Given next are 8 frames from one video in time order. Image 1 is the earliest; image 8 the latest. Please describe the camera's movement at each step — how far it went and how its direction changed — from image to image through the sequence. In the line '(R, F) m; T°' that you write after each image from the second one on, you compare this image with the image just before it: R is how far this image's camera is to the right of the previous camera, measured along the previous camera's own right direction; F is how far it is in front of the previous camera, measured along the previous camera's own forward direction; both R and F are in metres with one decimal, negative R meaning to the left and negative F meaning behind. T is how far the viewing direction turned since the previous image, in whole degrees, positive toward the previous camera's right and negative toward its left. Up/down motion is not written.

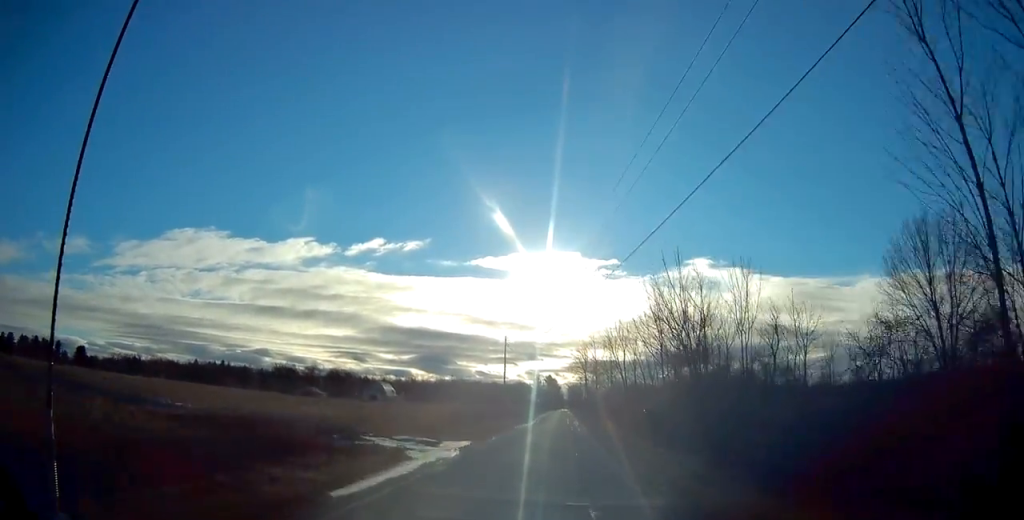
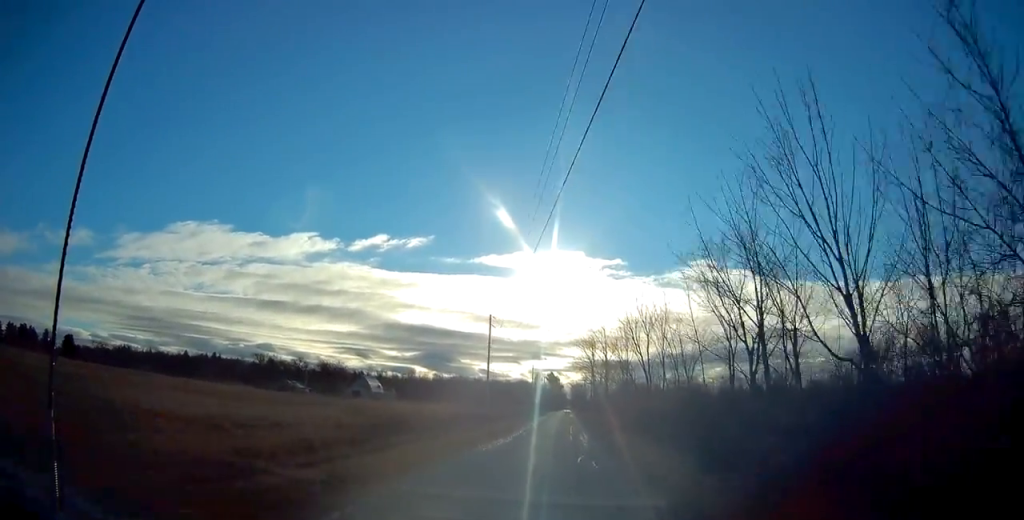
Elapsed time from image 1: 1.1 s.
(-0.1, +18.7) m; -1°
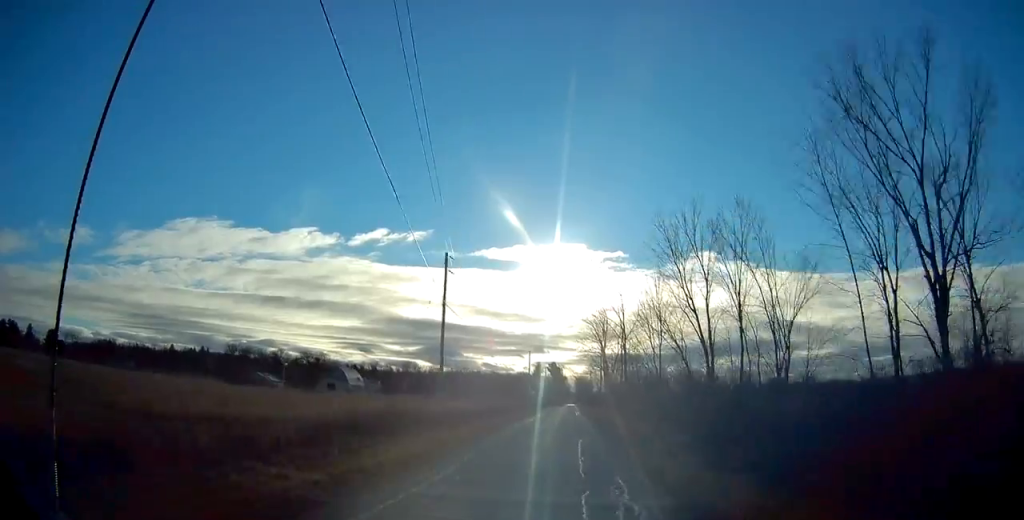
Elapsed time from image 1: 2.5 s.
(-0.3, +22.8) m; 0°
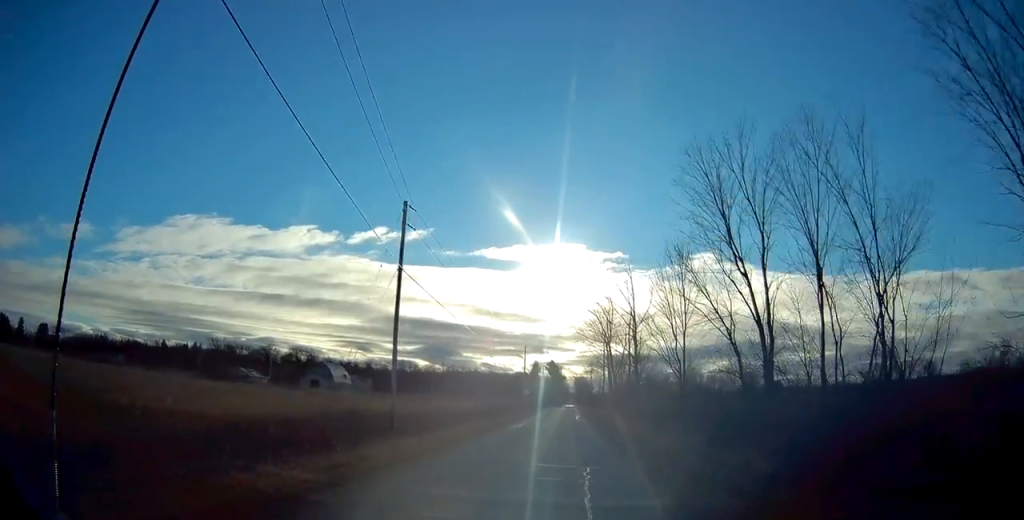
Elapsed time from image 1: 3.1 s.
(0.0, +9.8) m; 0°
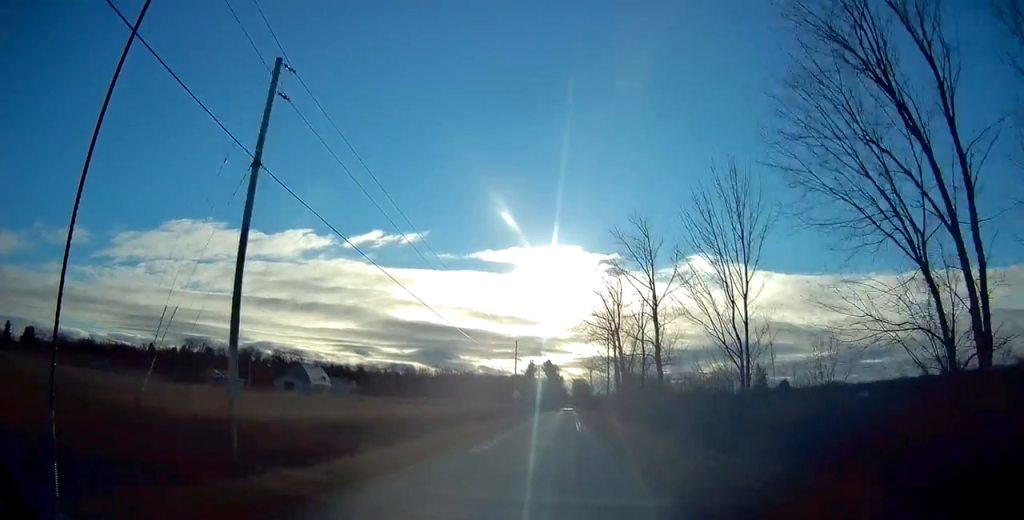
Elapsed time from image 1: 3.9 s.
(0.0, +13.4) m; -1°
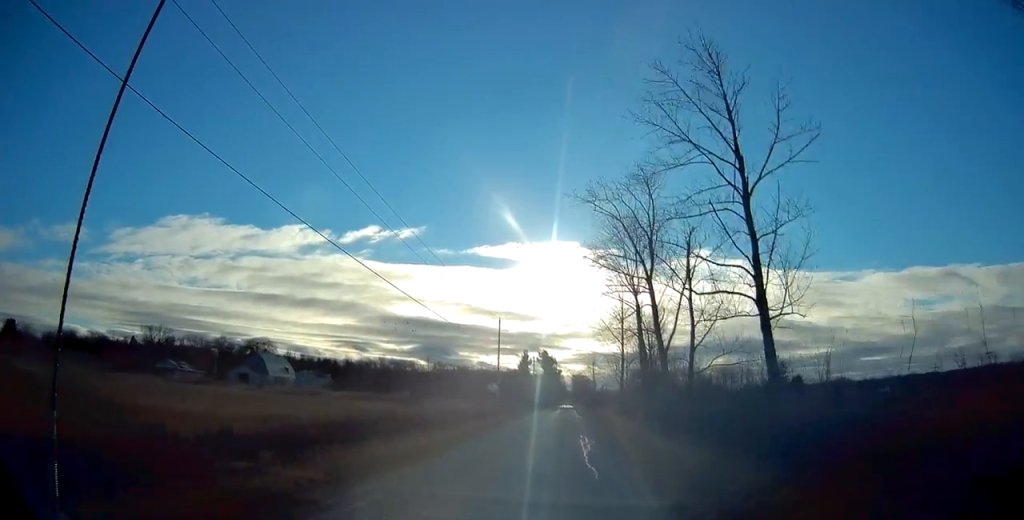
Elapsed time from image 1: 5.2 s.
(0.0, +20.3) m; +1°
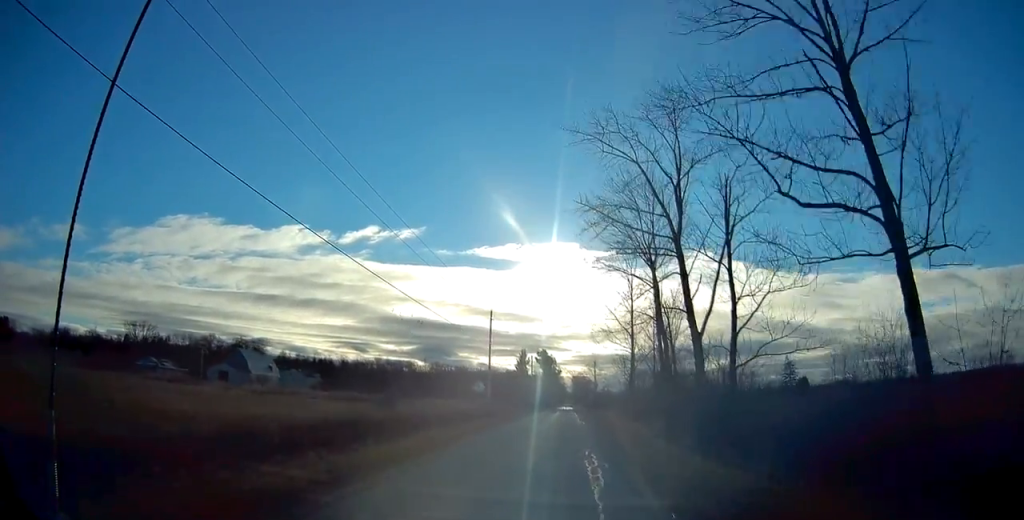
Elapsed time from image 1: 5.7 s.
(+0.1, +7.6) m; +1°
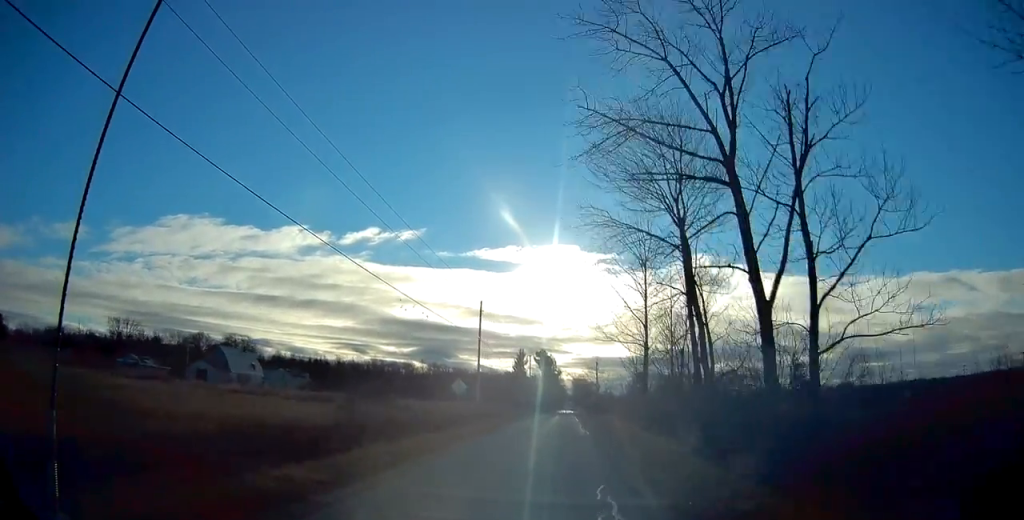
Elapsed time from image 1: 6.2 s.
(0.0, +7.5) m; 0°
